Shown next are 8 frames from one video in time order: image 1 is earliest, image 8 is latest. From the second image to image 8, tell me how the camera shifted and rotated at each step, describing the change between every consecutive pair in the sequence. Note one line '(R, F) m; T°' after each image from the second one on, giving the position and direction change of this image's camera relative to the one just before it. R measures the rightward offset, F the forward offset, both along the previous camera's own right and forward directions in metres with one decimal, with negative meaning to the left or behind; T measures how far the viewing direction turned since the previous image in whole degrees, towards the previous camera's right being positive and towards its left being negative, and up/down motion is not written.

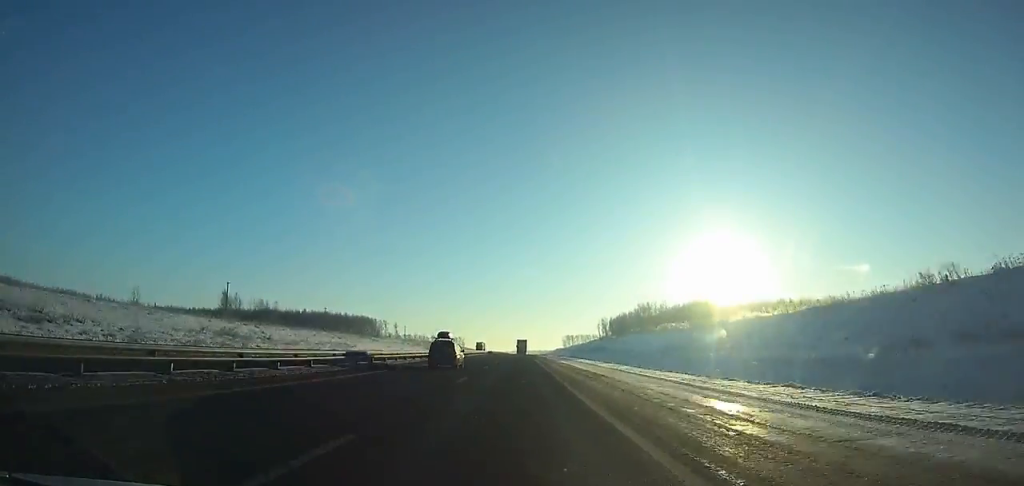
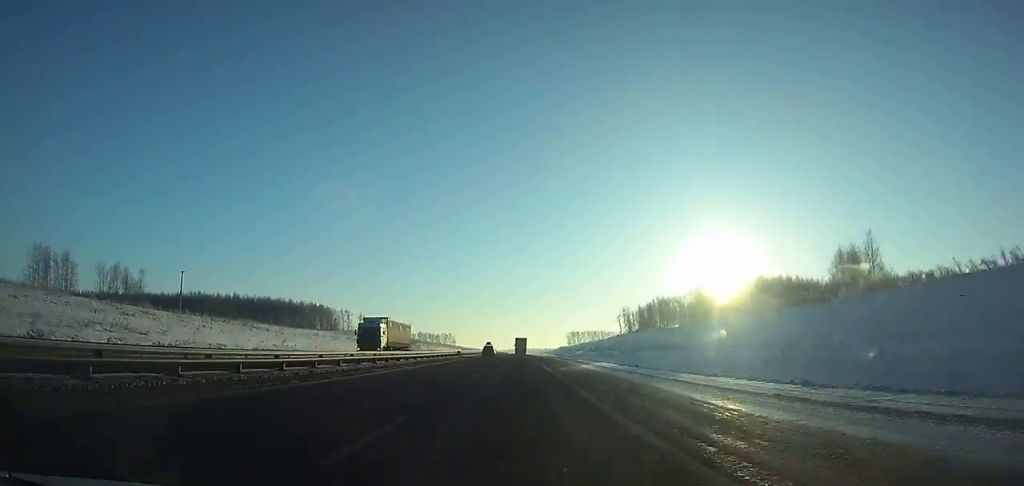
(+0.1, +76.9) m; 0°
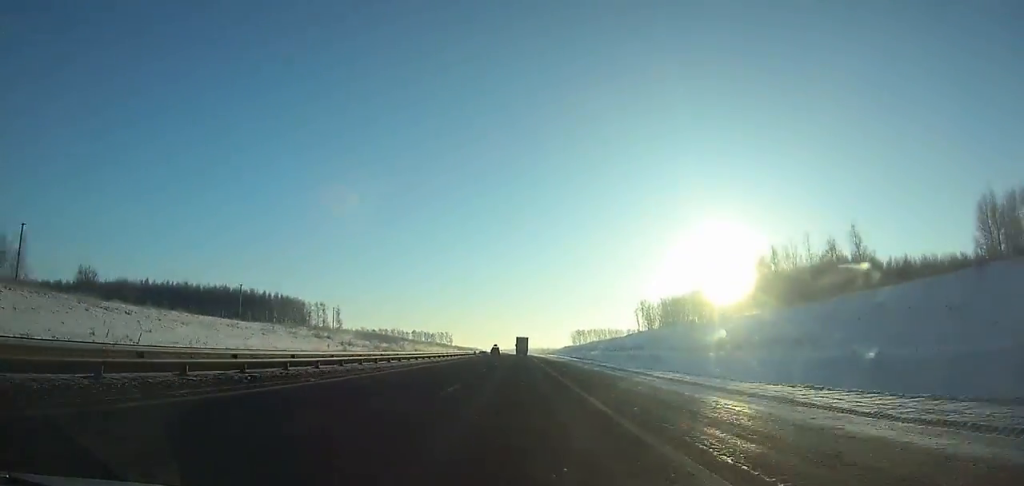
(+0.1, +38.5) m; 0°
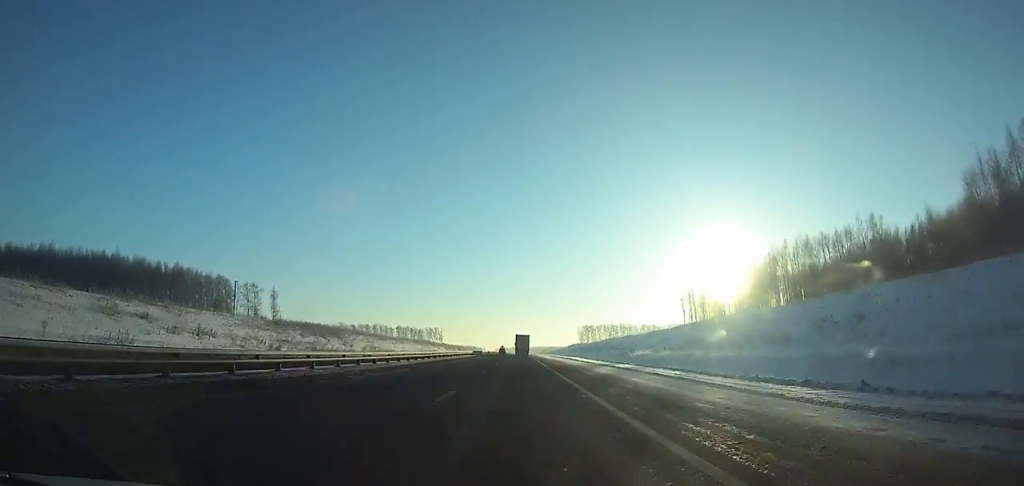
(0.0, +67.6) m; 0°
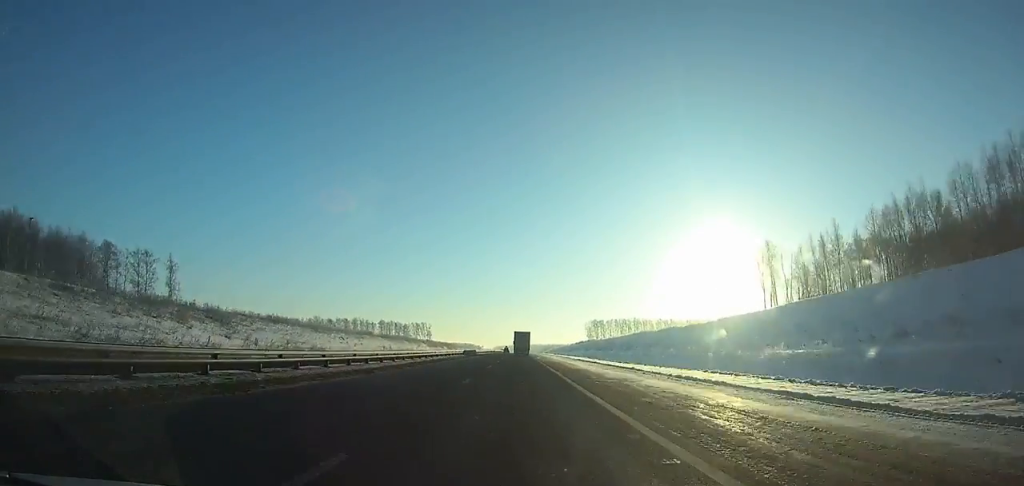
(+0.2, +58.6) m; 0°
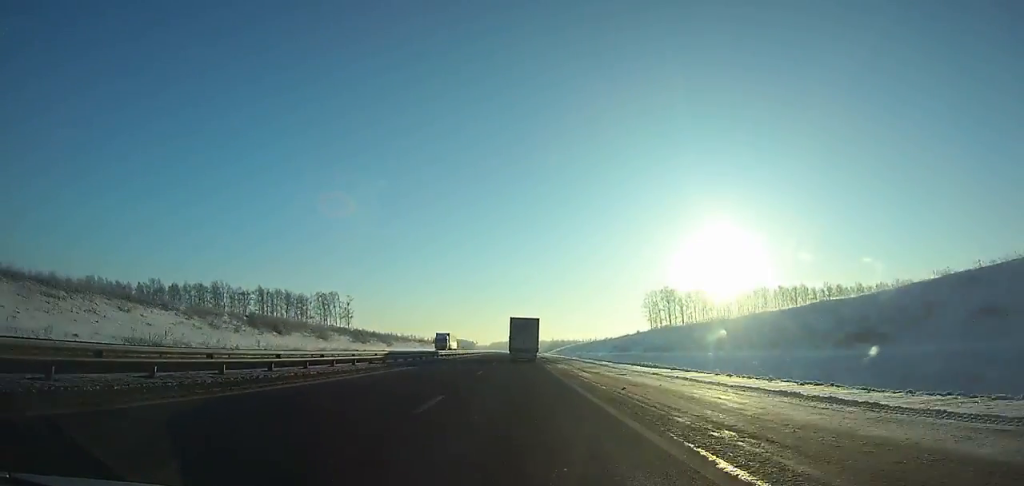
(-0.2, +202.6) m; -1°
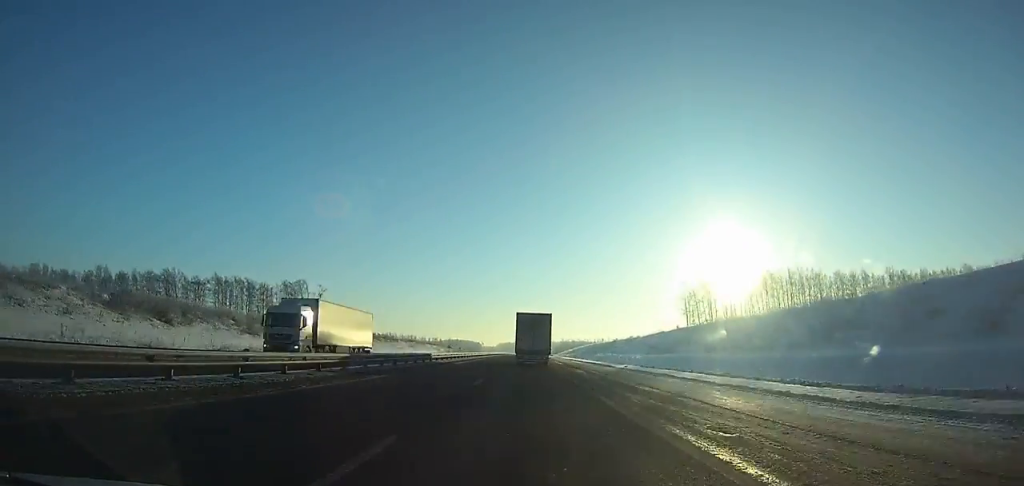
(0.0, +39.4) m; -1°
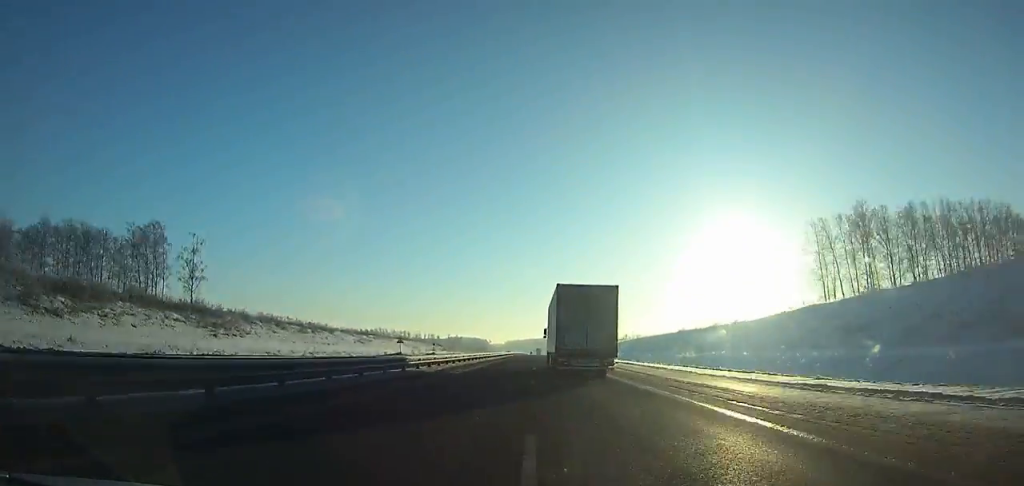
(-0.8, +80.5) m; 0°
